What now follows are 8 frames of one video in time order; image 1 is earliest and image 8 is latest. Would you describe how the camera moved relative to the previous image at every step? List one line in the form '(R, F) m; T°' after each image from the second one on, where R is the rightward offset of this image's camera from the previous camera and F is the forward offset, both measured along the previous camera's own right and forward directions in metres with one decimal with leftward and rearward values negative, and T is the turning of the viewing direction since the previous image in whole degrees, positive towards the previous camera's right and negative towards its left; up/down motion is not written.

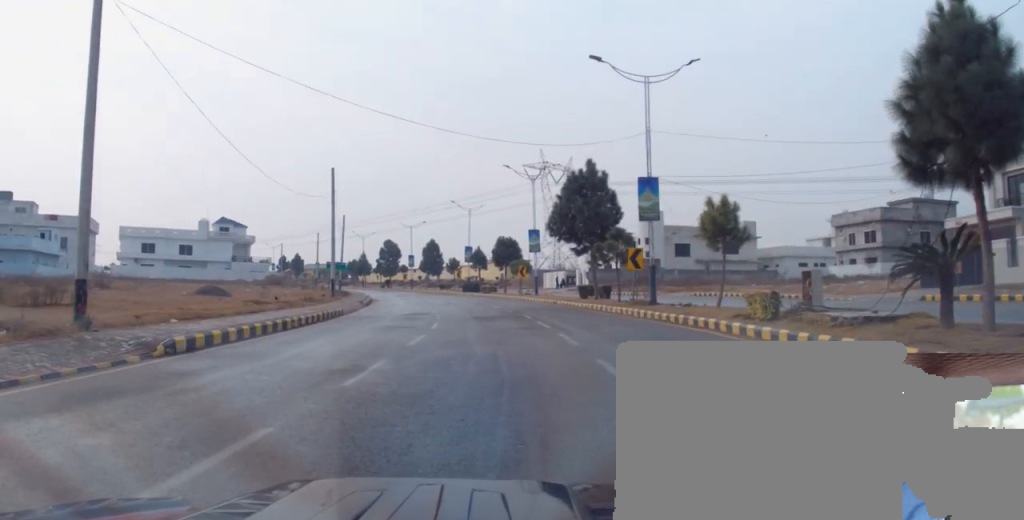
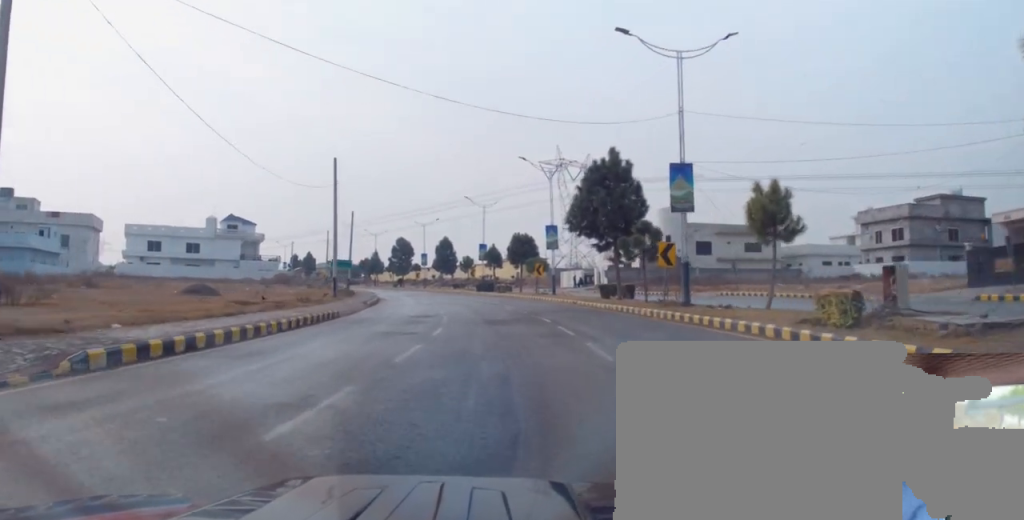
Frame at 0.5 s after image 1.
(0.0, +3.5) m; -2°
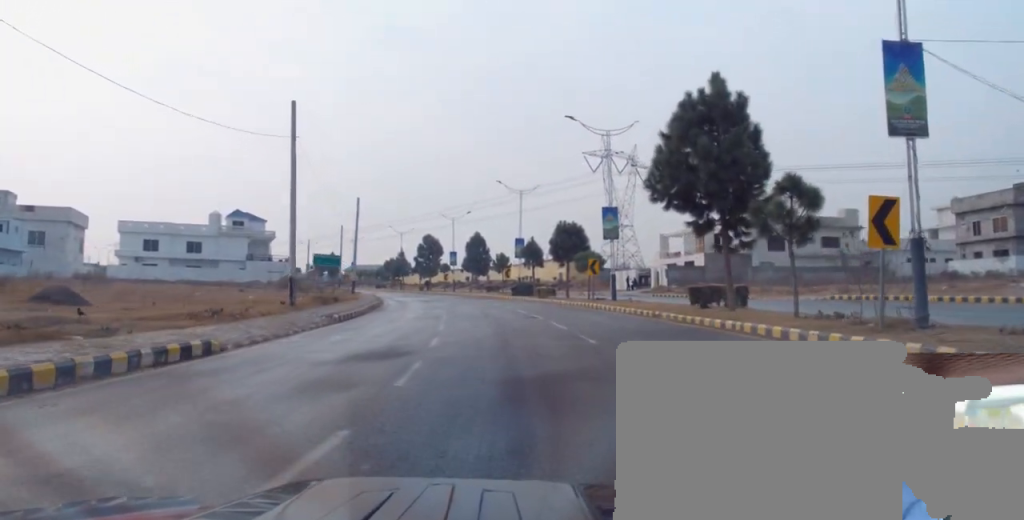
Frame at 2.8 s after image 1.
(-0.3, +14.5) m; +1°
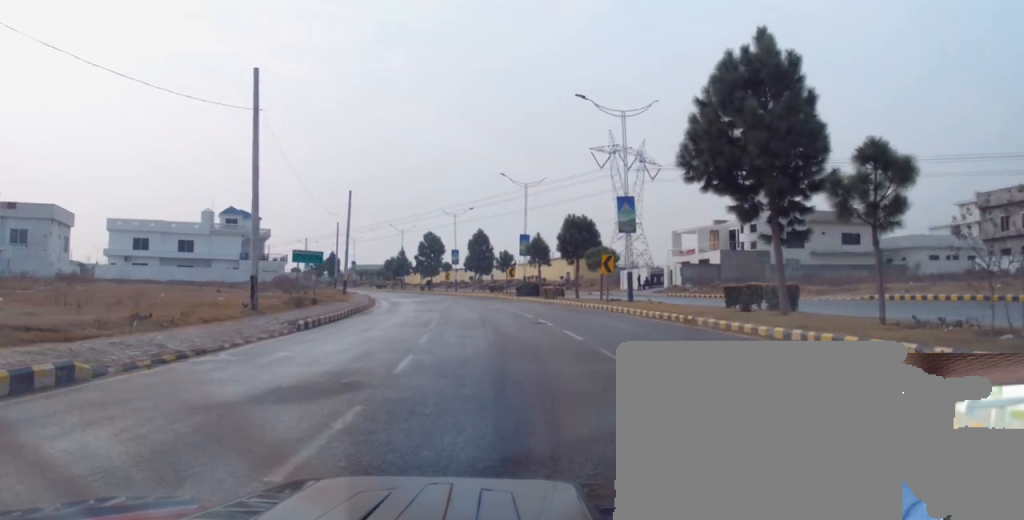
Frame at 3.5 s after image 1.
(+0.1, +4.6) m; -1°
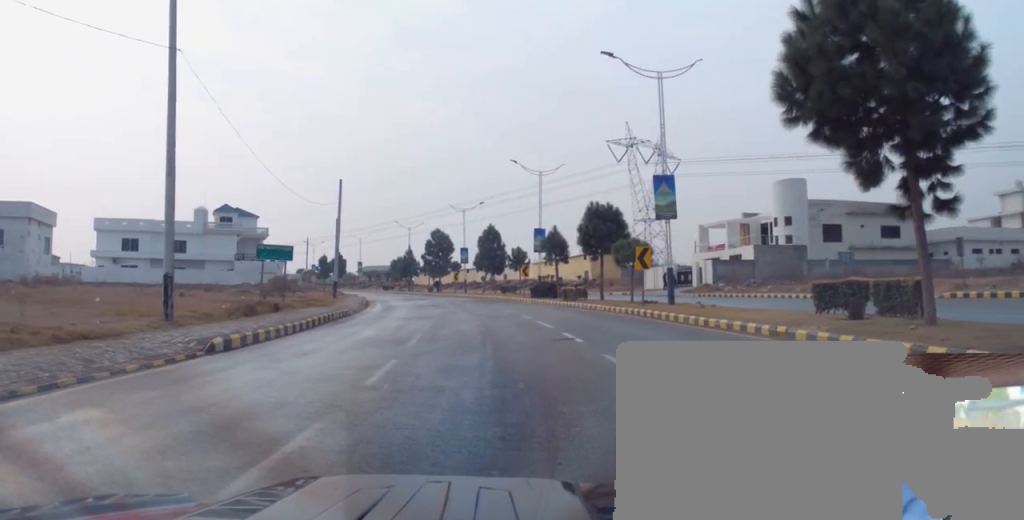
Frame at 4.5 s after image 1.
(-0.2, +6.8) m; -2°
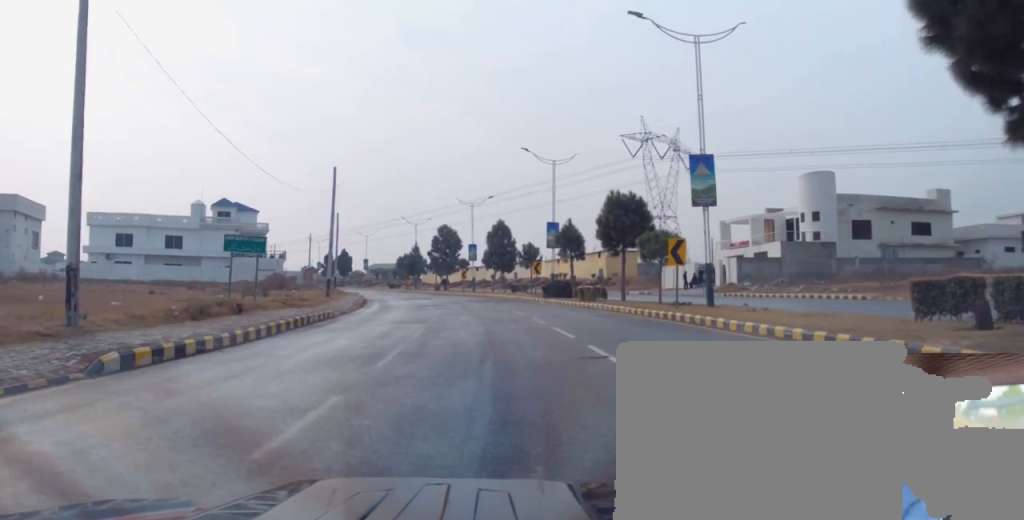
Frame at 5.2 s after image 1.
(-0.1, +4.7) m; 0°
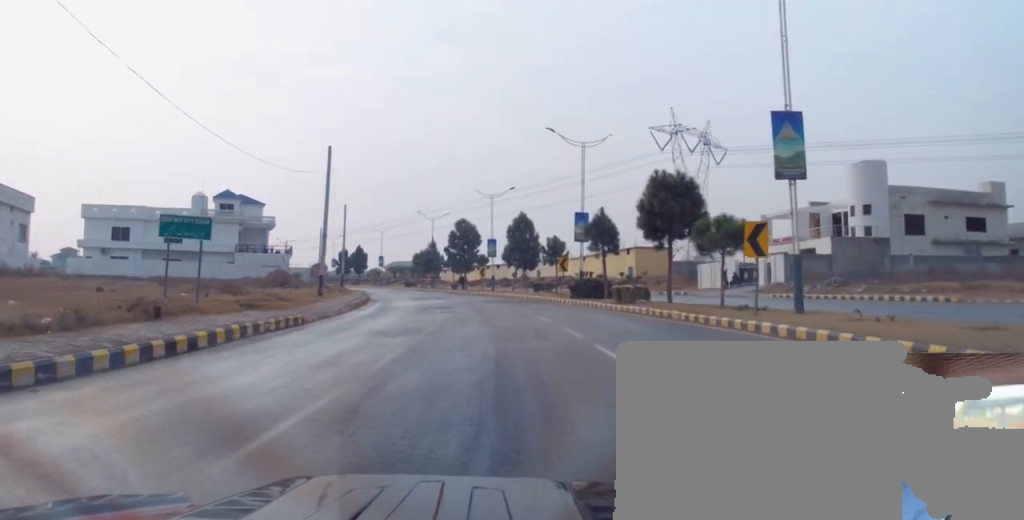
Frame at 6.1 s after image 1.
(+0.3, +6.5) m; -1°
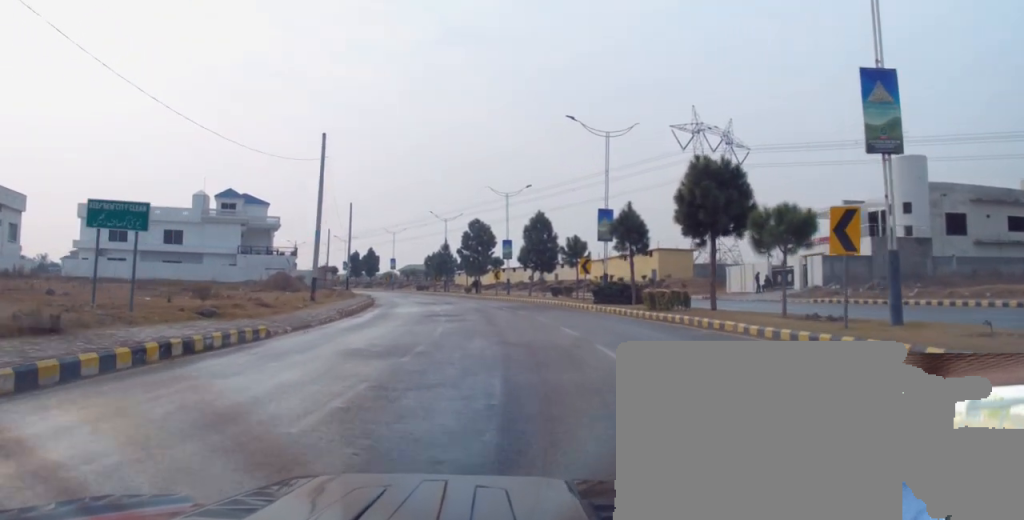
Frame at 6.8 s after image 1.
(-0.2, +4.4) m; -5°
